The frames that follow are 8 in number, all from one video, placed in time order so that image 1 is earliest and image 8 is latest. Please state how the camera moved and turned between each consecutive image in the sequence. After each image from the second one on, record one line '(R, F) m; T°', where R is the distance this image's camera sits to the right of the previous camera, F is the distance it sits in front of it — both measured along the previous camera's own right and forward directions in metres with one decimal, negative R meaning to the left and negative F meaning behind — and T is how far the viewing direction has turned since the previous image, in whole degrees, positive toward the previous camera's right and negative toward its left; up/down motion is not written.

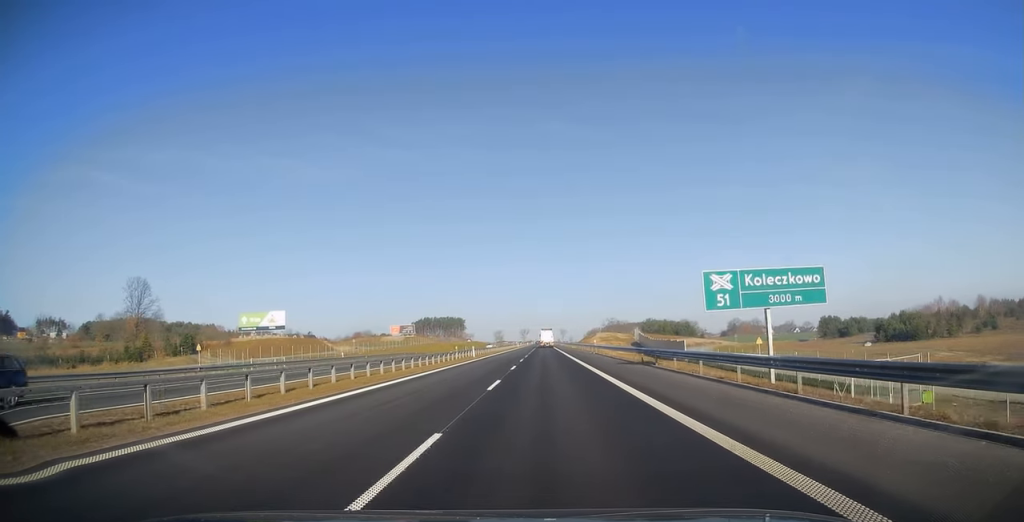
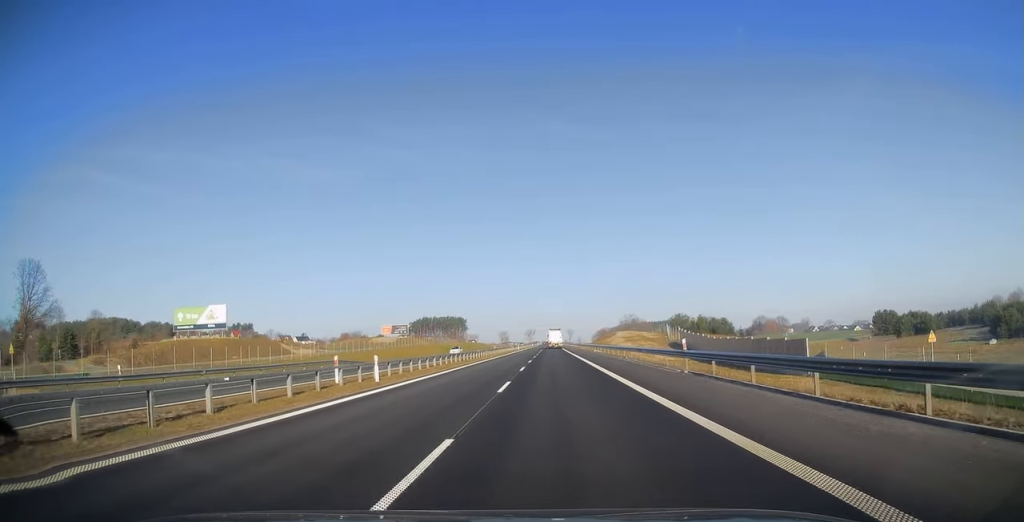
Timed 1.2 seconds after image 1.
(+0.2, +36.4) m; -1°
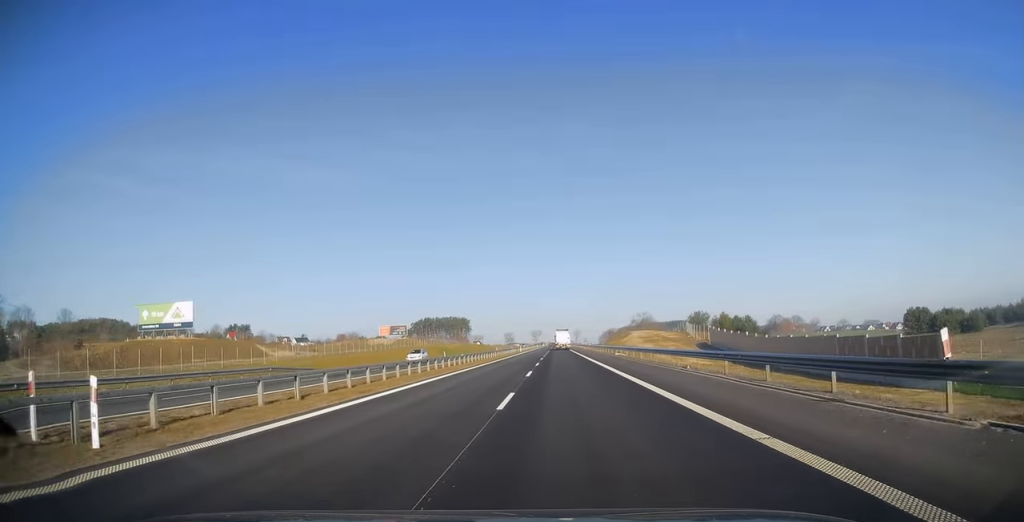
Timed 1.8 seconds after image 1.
(-0.1, +16.1) m; -1°
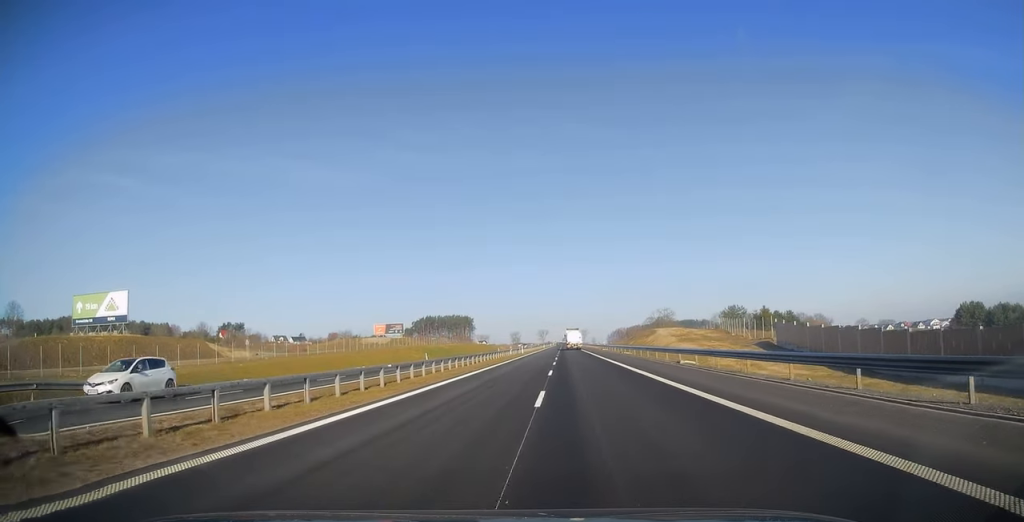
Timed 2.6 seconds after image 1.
(-0.4, +23.5) m; 0°
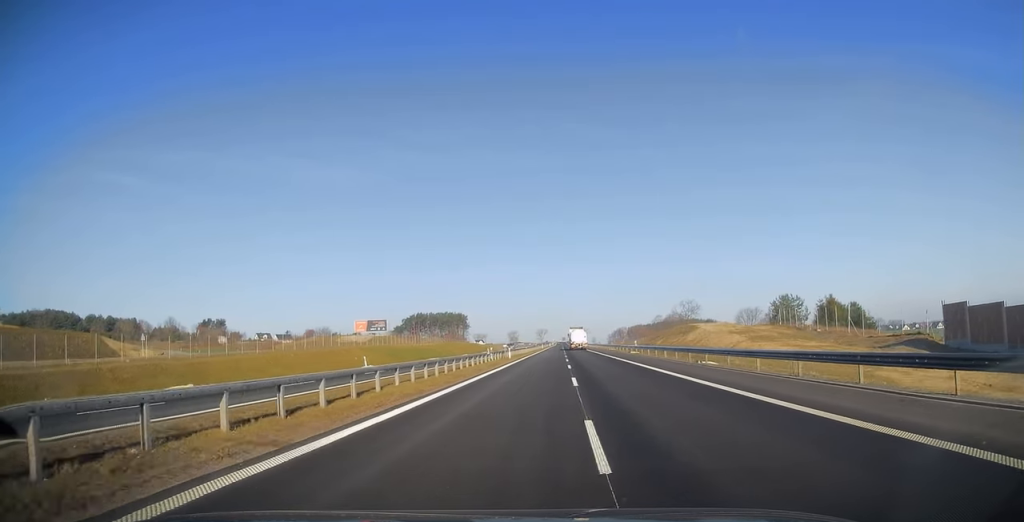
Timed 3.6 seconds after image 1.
(+0.2, +30.3) m; 0°
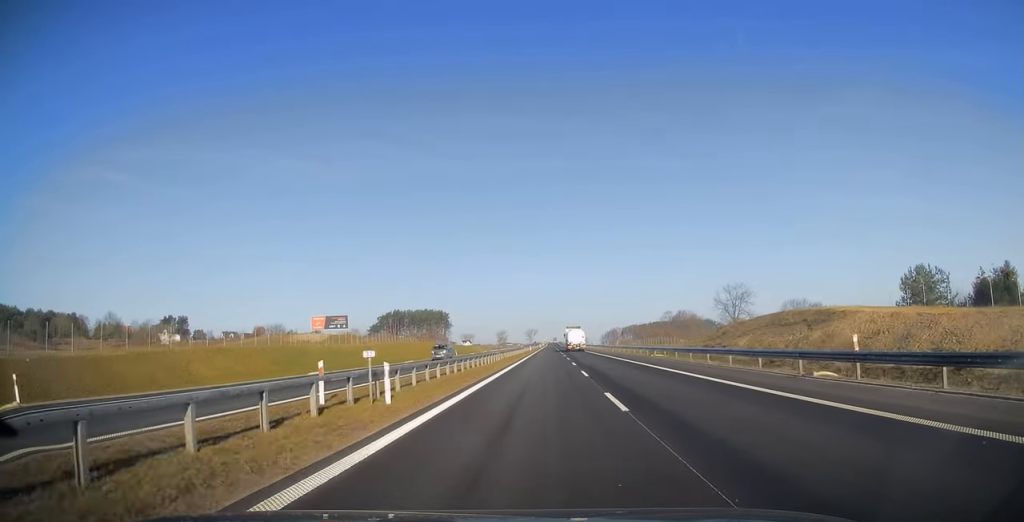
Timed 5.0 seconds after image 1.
(-0.1, +42.6) m; +1°
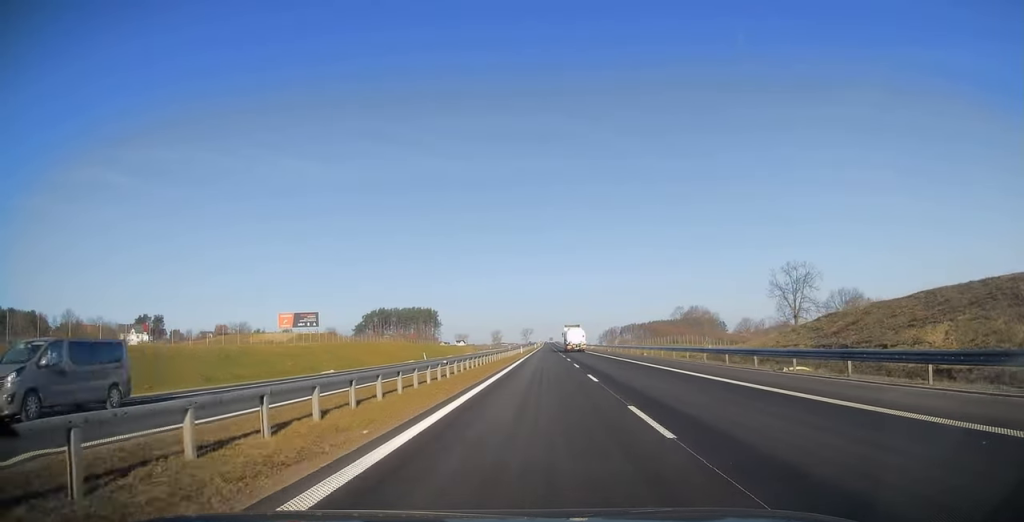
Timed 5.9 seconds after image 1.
(+0.7, +27.3) m; +1°
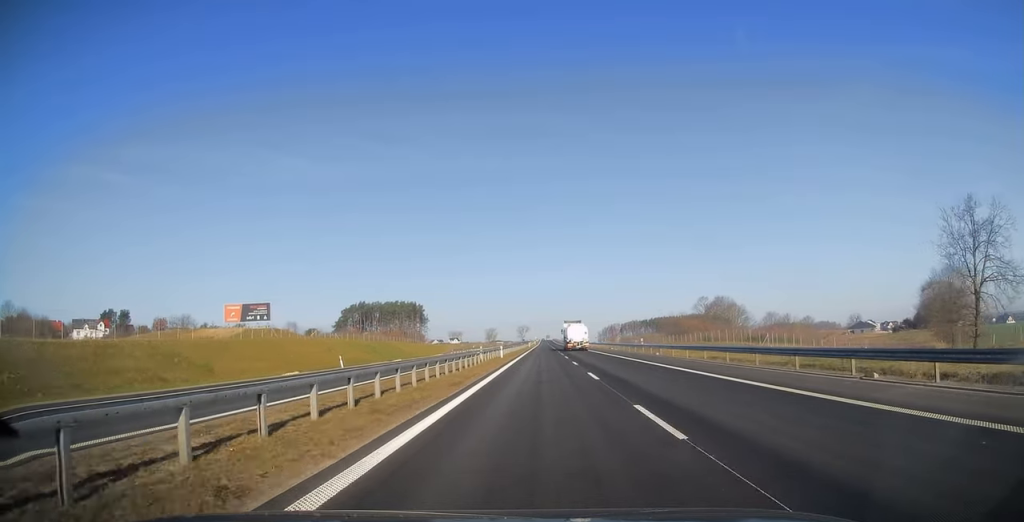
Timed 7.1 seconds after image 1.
(-0.5, +36.2) m; -1°
